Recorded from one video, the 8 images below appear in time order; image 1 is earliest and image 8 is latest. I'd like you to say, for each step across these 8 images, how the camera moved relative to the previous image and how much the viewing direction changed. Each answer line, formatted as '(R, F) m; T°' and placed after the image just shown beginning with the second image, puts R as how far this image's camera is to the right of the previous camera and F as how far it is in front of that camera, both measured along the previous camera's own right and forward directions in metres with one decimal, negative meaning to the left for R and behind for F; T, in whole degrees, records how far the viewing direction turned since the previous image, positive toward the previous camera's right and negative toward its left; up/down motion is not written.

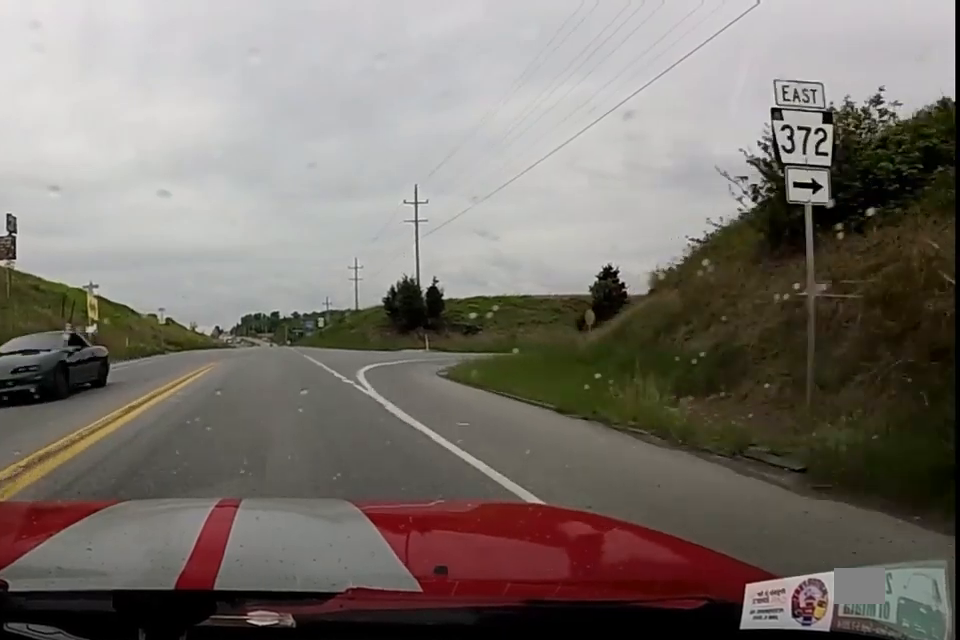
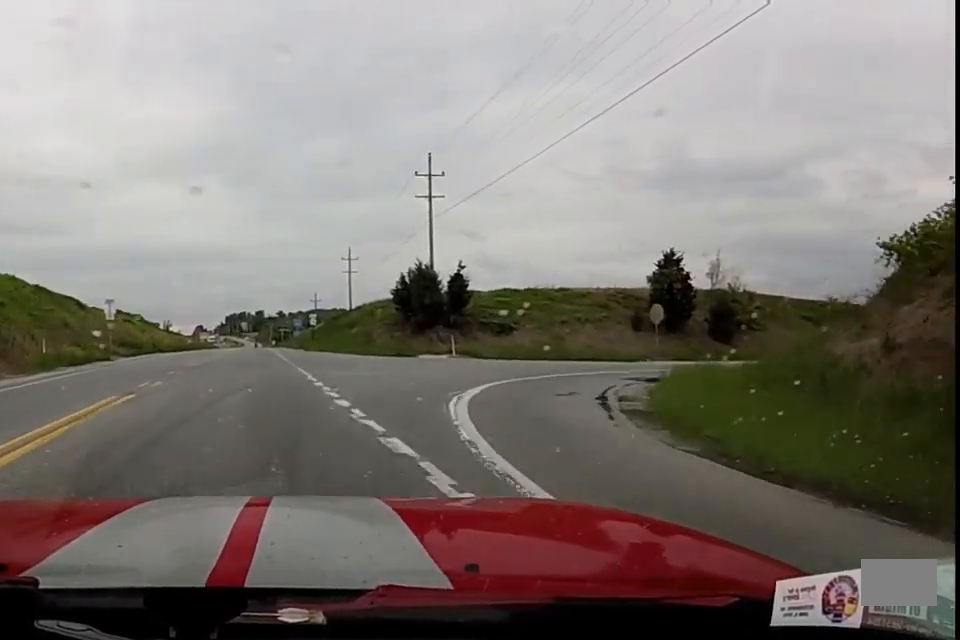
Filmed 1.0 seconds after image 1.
(+0.9, +10.5) m; +15°
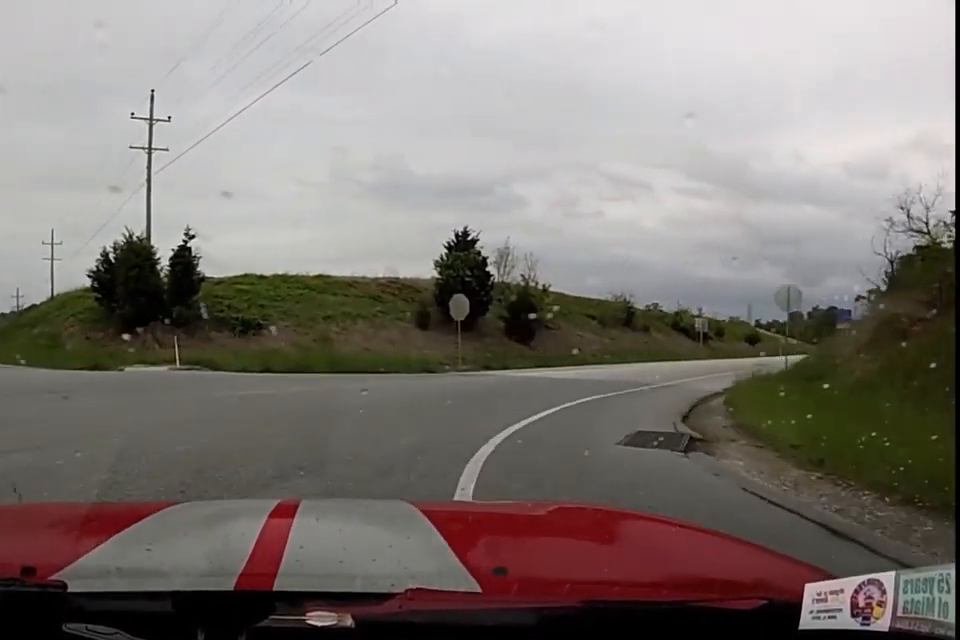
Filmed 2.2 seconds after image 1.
(+3.2, +12.2) m; +29°
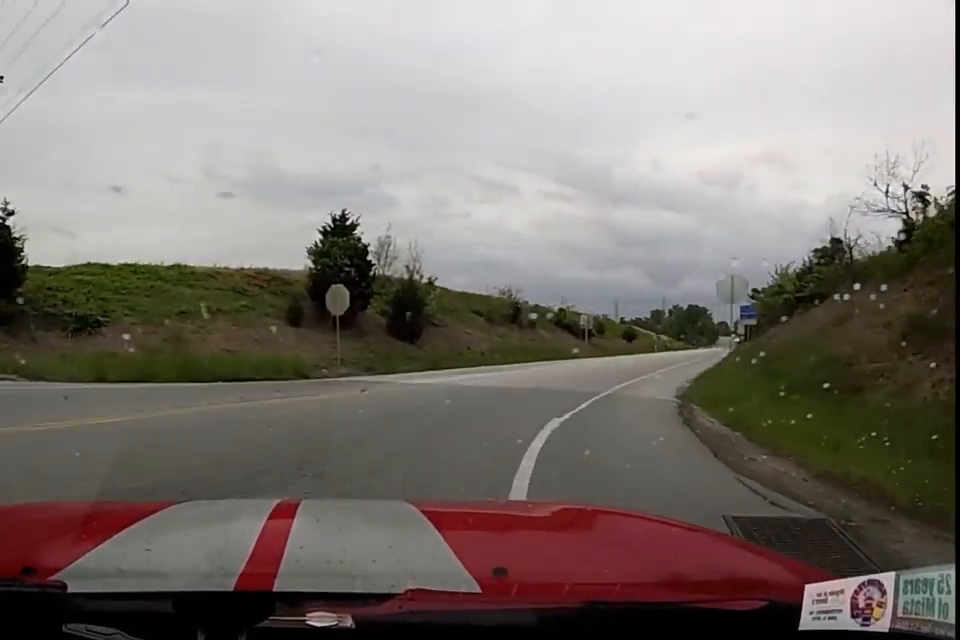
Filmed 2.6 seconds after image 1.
(+0.3, +4.5) m; +9°
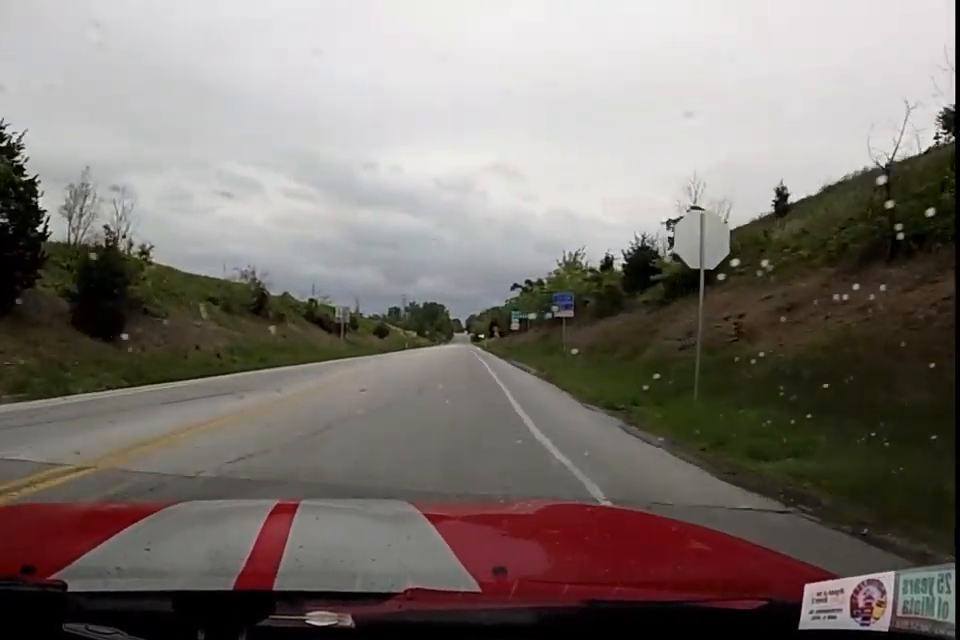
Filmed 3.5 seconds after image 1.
(+1.1, +9.0) m; +4°
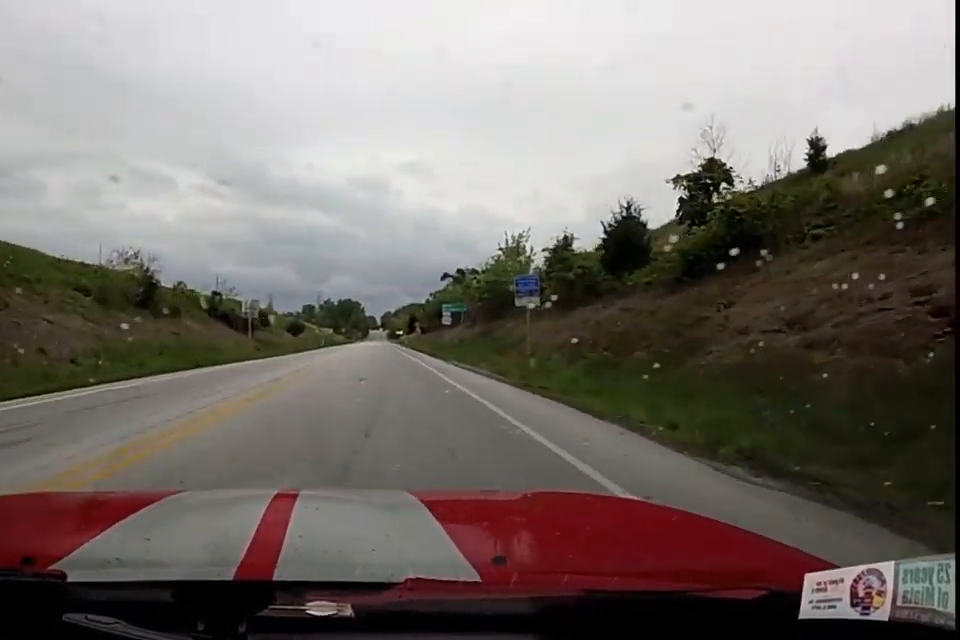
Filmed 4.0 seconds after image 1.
(-0.2, +5.3) m; +3°
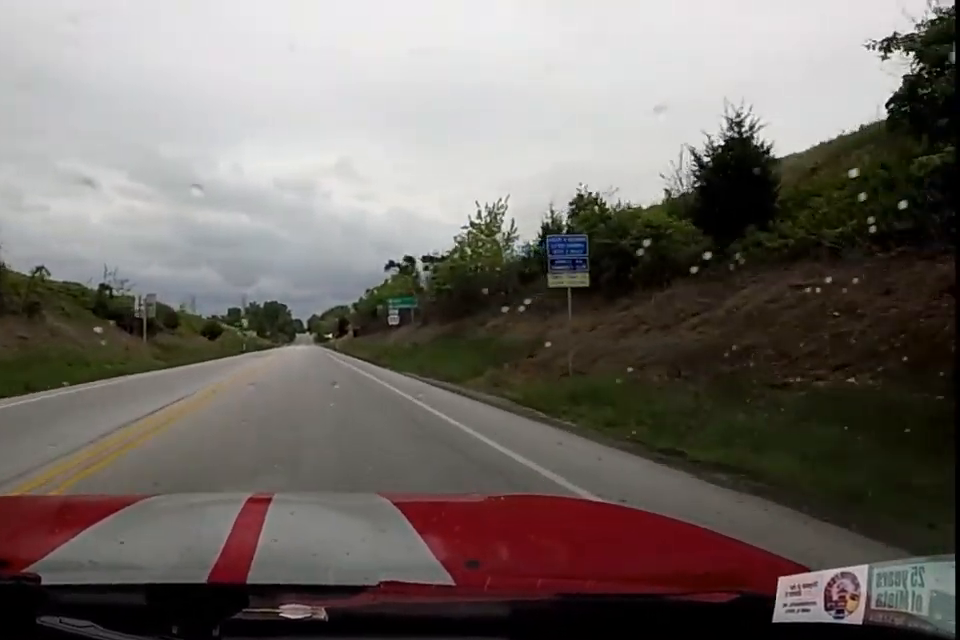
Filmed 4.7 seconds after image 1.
(-0.2, +7.2) m; +4°
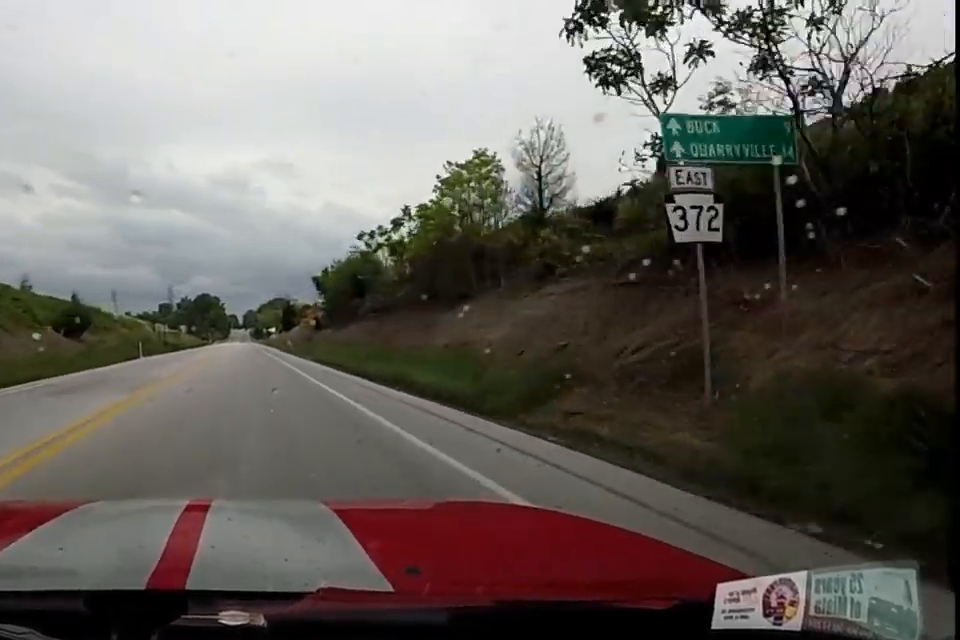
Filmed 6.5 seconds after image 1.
(+1.6, +24.4) m; +2°
